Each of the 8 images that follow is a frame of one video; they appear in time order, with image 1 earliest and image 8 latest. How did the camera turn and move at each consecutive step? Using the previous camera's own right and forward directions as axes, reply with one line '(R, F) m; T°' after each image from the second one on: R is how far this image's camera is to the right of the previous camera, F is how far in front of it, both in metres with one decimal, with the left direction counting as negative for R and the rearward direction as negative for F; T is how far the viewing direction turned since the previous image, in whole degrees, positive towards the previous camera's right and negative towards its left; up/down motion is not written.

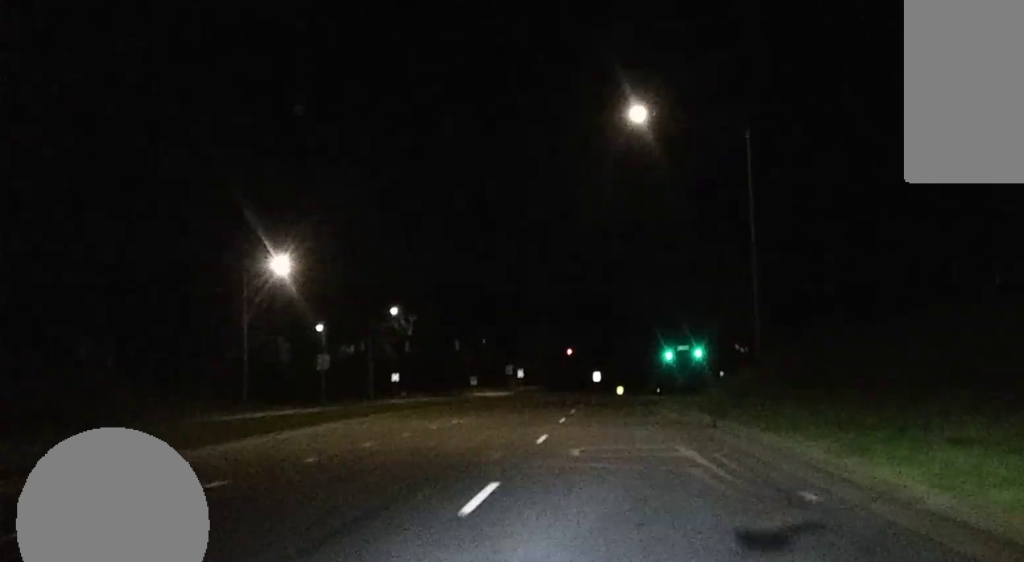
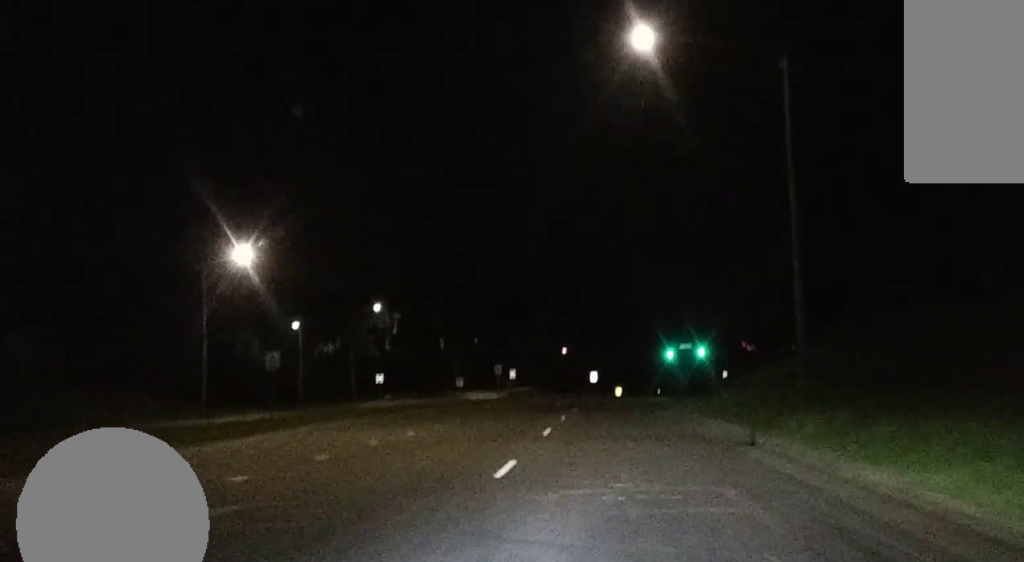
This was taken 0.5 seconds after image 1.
(-0.2, +9.0) m; 0°
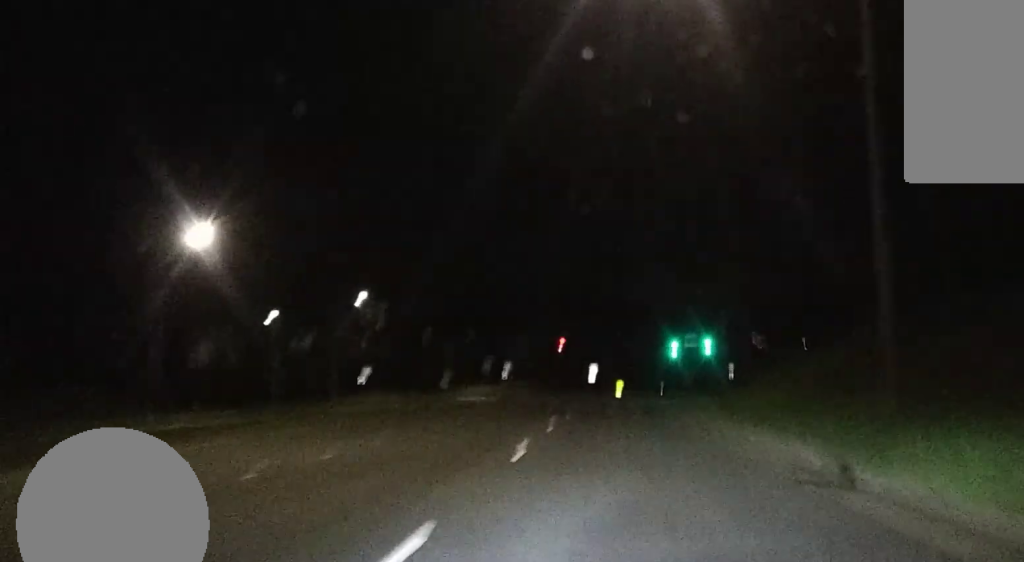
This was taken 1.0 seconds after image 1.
(-0.1, +7.8) m; 0°
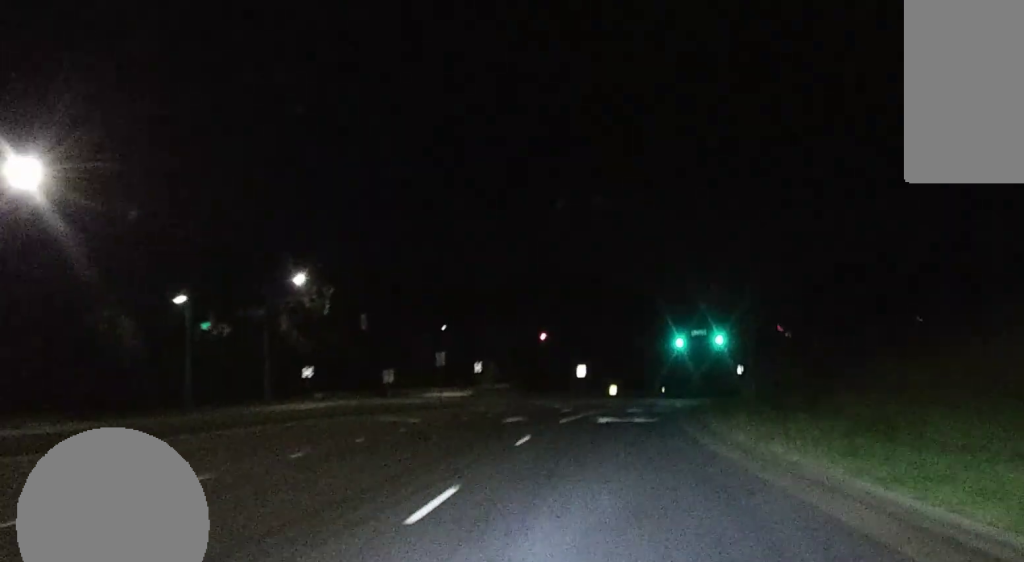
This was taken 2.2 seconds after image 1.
(+0.5, +19.5) m; +2°
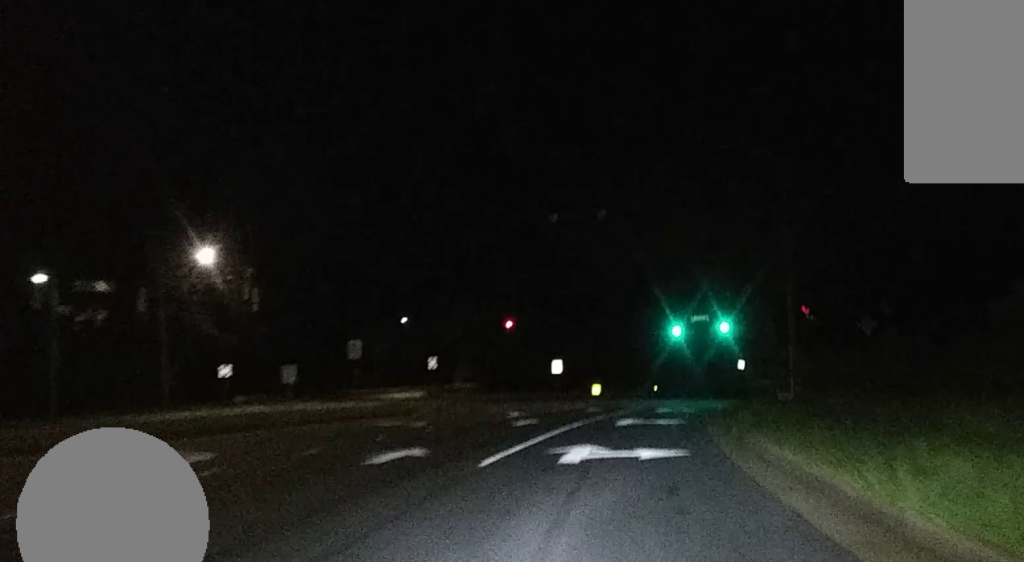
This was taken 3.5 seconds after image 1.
(+0.1, +18.4) m; 0°
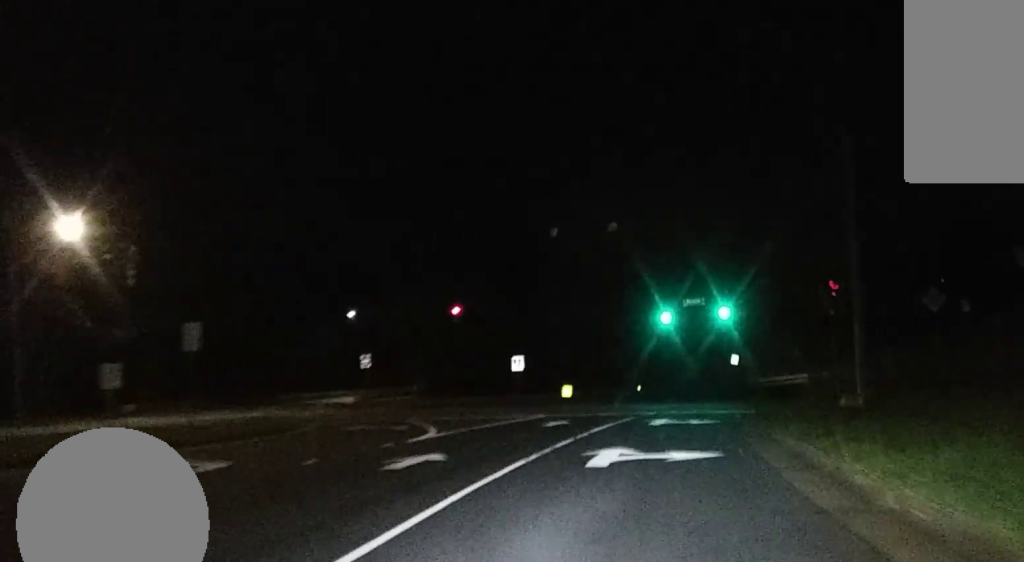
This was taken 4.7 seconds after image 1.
(+0.1, +16.4) m; +2°
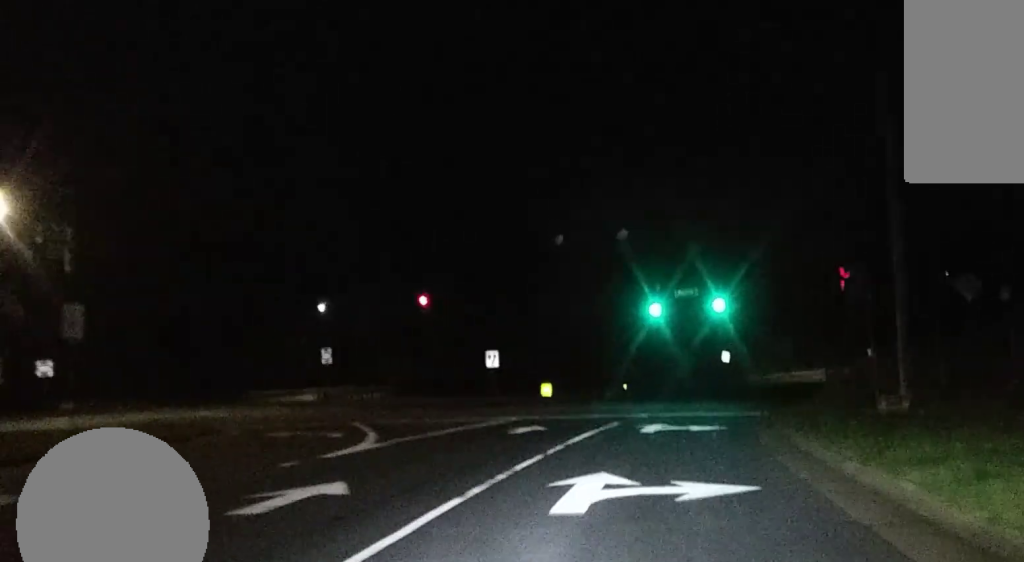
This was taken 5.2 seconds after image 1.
(0.0, +5.4) m; 0°
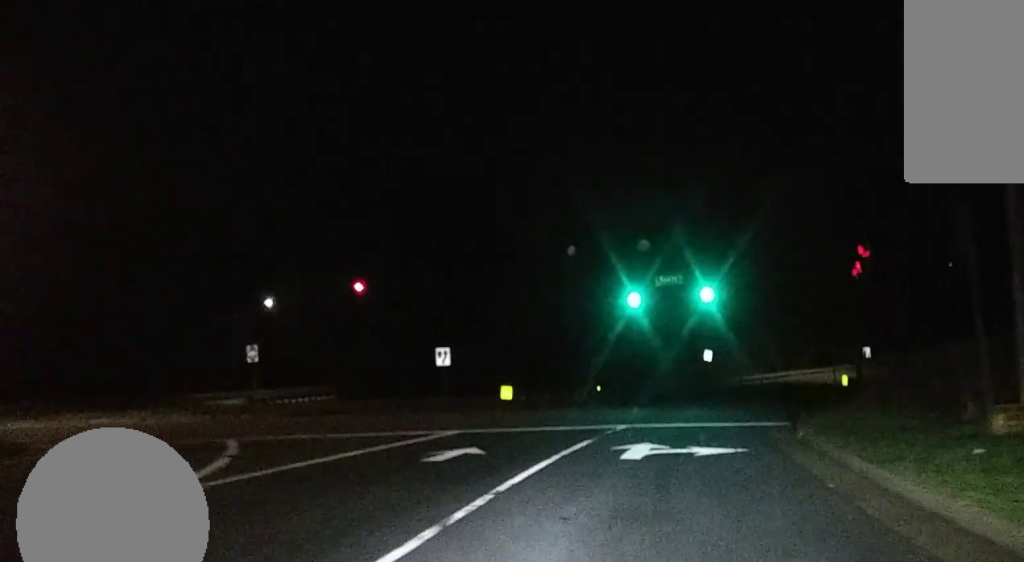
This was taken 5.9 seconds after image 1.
(+0.2, +8.3) m; 0°
